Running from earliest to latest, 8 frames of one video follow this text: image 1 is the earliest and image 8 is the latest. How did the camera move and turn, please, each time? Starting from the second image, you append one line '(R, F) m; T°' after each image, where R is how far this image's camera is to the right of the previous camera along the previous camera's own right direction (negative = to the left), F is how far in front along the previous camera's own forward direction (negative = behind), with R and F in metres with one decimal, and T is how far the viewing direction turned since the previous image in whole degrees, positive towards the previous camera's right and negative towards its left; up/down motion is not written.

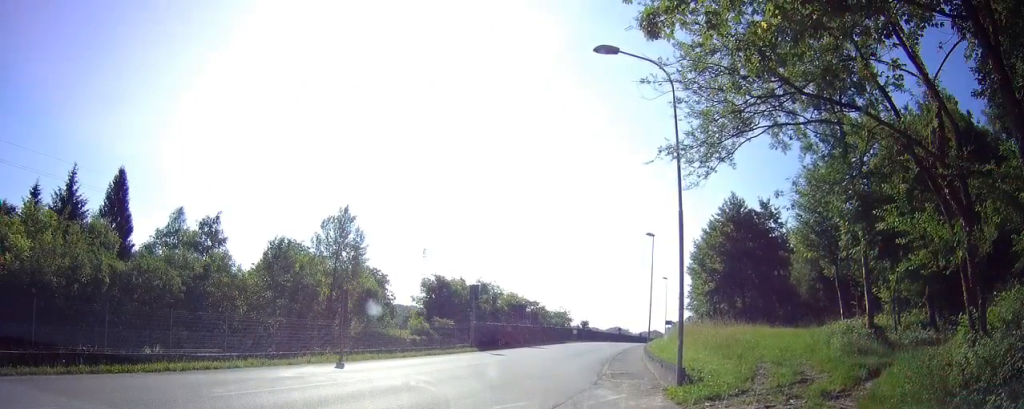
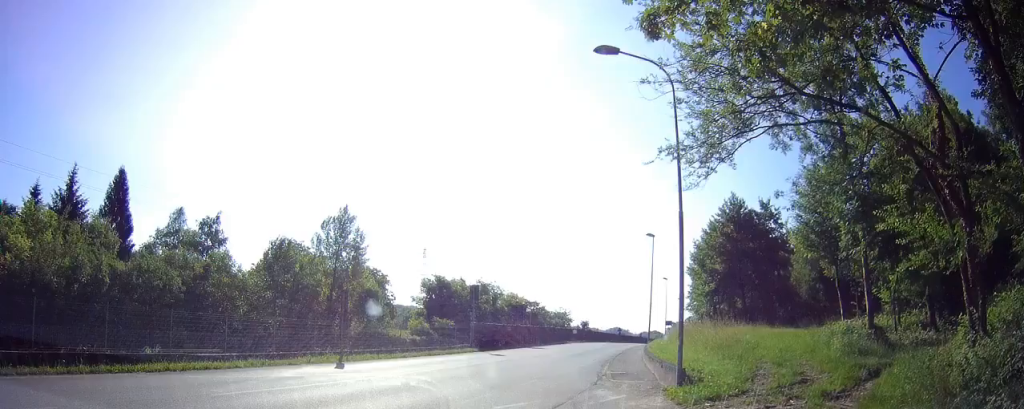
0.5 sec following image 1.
(0.0, +0.5) m; 0°
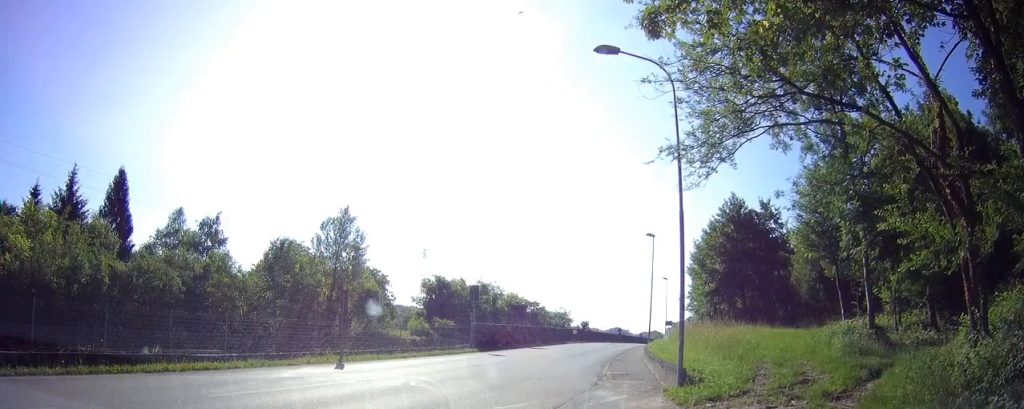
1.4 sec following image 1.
(0.0, +1.5) m; -2°
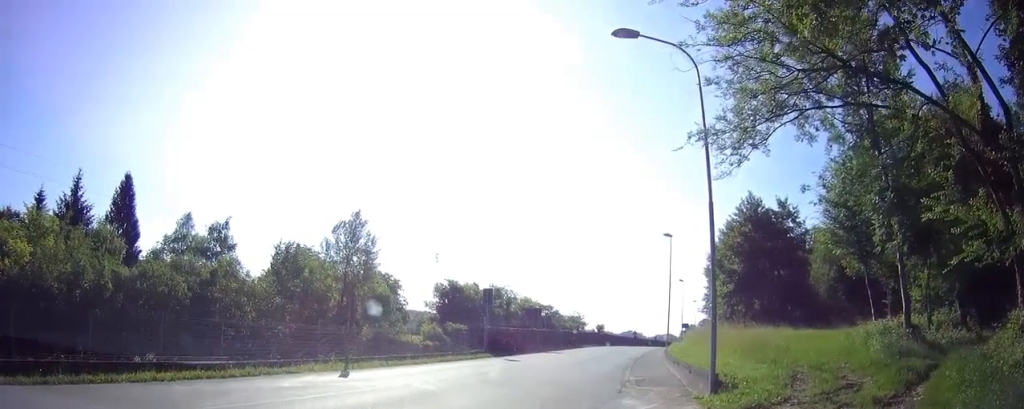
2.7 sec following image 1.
(-0.2, +3.7) m; -4°
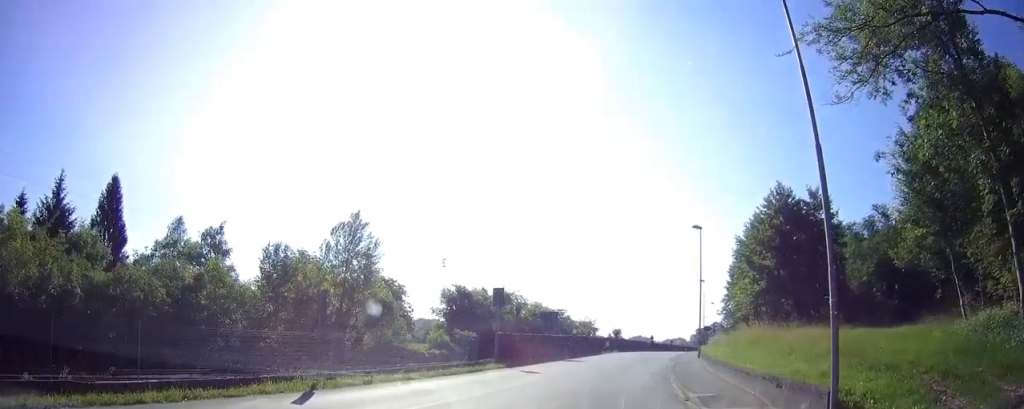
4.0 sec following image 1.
(+0.1, +6.0) m; +9°
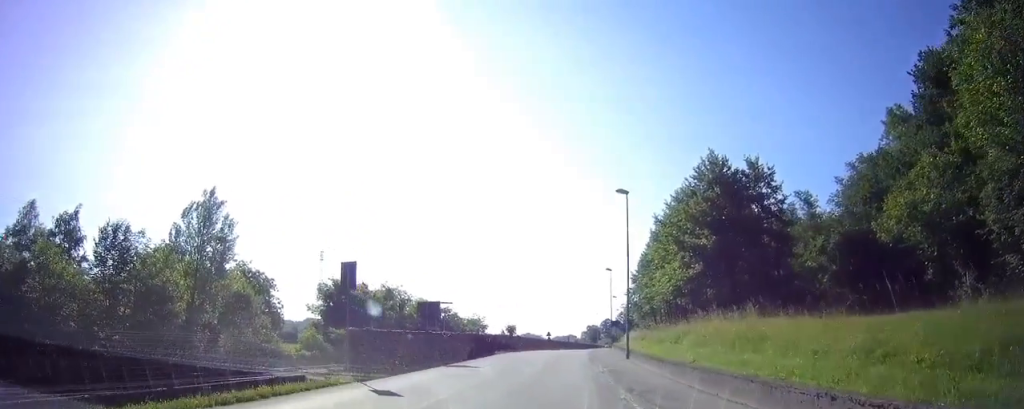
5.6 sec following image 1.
(+1.4, +9.3) m; +10°
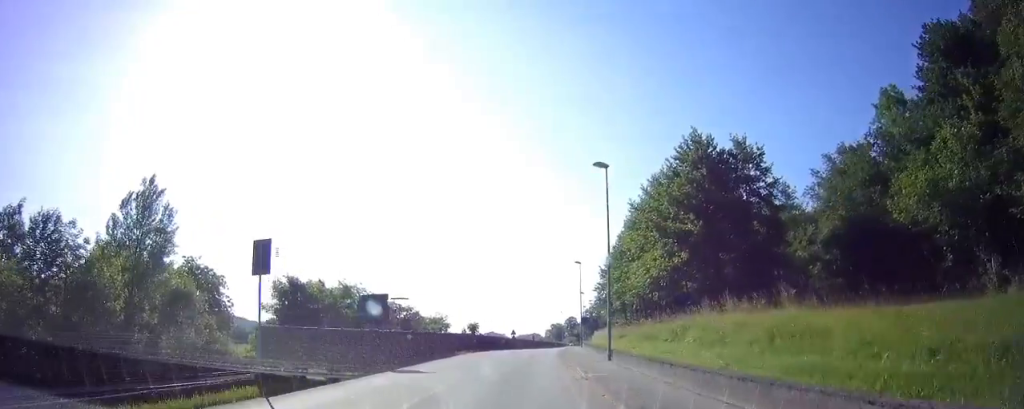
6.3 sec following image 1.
(0.0, +4.6) m; 0°
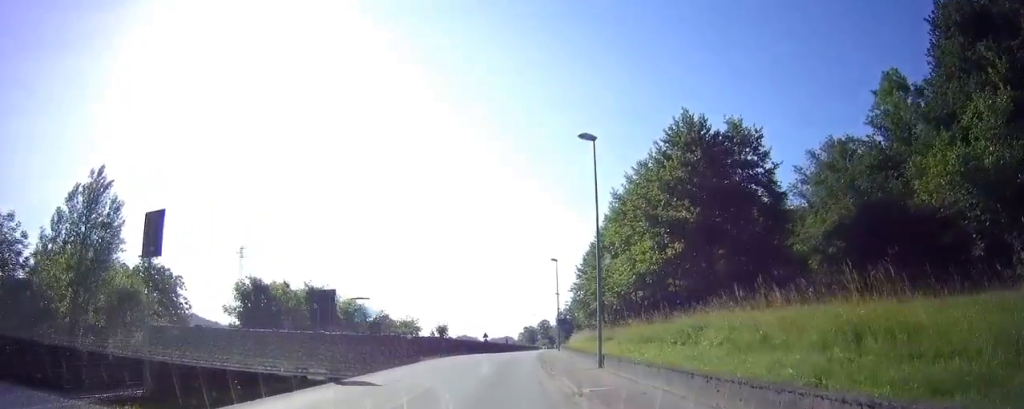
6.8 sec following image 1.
(-0.1, +4.2) m; 0°
